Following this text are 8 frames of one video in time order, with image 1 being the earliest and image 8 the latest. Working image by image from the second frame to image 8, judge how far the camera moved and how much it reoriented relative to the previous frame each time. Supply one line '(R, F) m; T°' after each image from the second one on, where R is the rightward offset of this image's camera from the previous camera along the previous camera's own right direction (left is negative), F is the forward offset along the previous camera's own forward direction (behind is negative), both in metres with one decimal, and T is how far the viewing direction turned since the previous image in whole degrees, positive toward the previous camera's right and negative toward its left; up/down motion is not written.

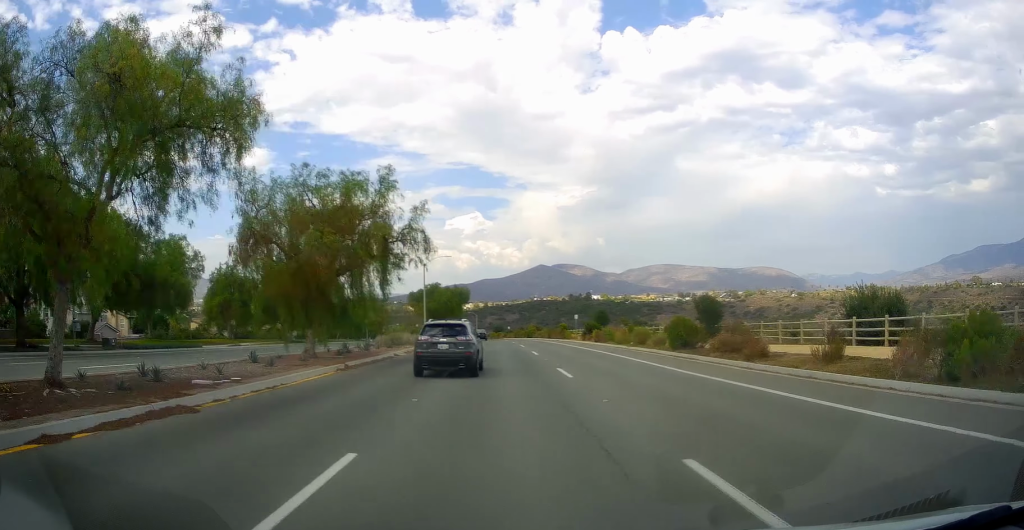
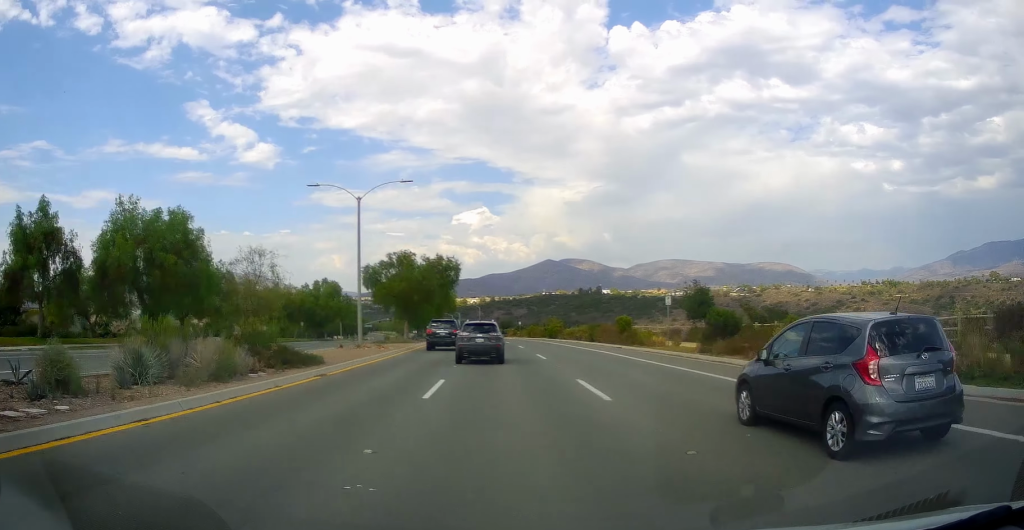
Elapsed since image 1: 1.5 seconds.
(0.0, +36.0) m; -1°
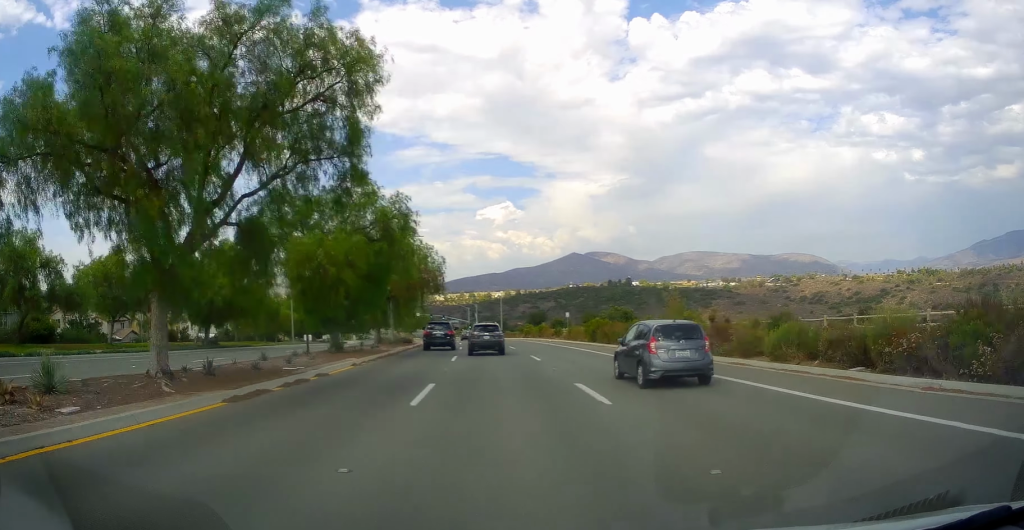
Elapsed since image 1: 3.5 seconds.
(-0.7, +47.0) m; -2°
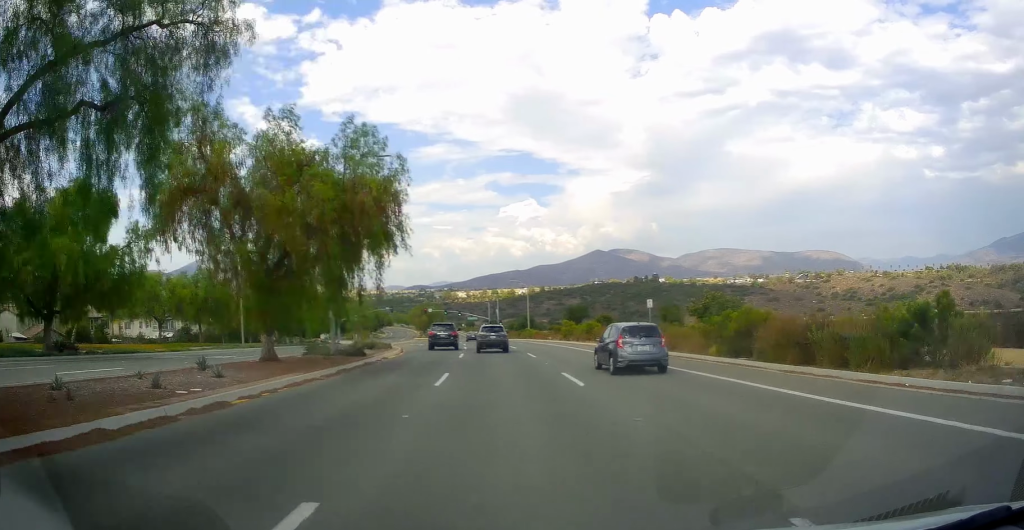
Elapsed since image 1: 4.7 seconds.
(-0.3, +26.7) m; -1°
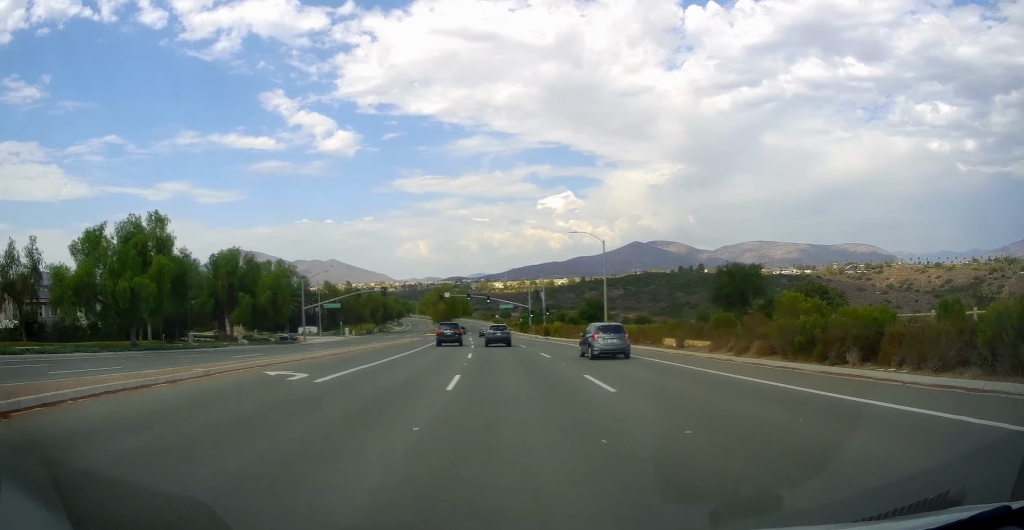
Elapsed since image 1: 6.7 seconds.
(-1.2, +47.5) m; -3°
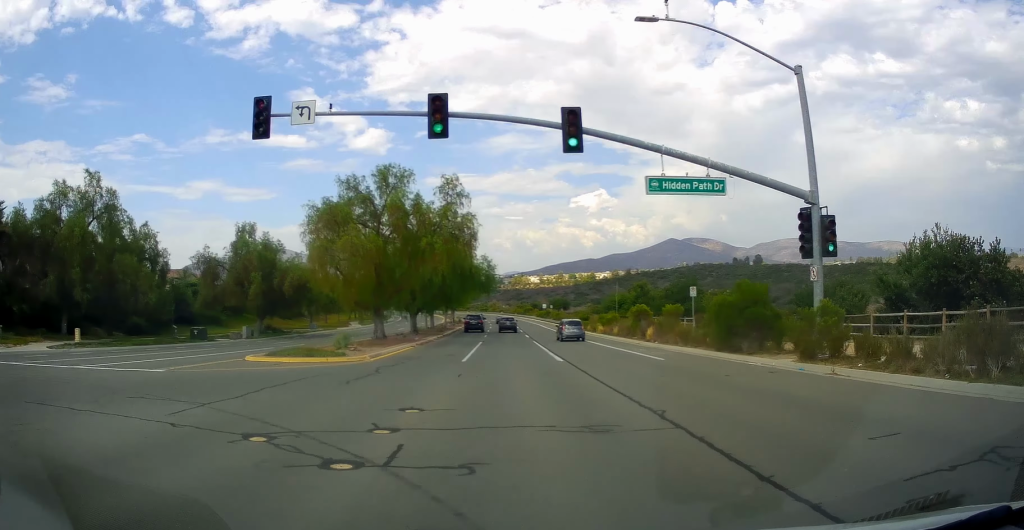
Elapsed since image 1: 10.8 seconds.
(-5.2, +98.9) m; -5°
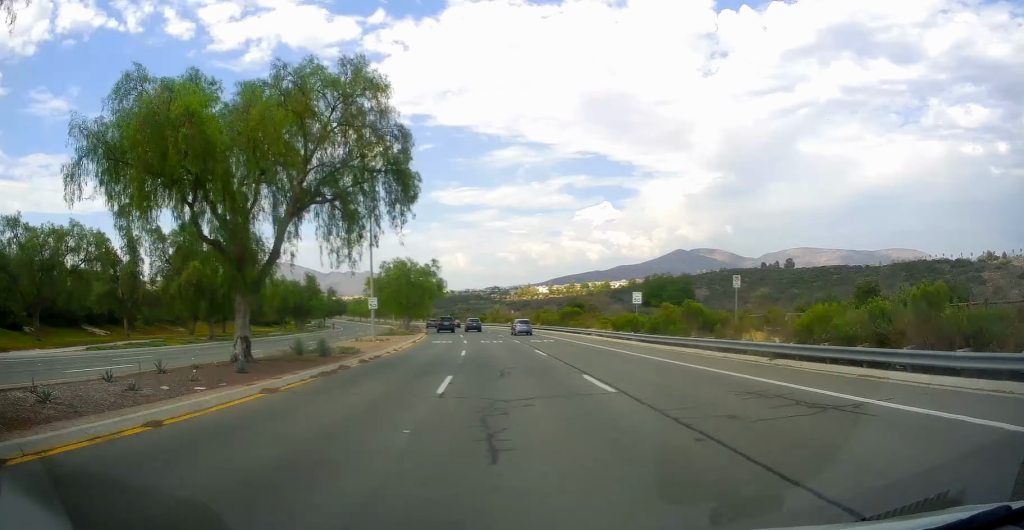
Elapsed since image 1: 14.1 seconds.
(+0.1, +77.1) m; 0°
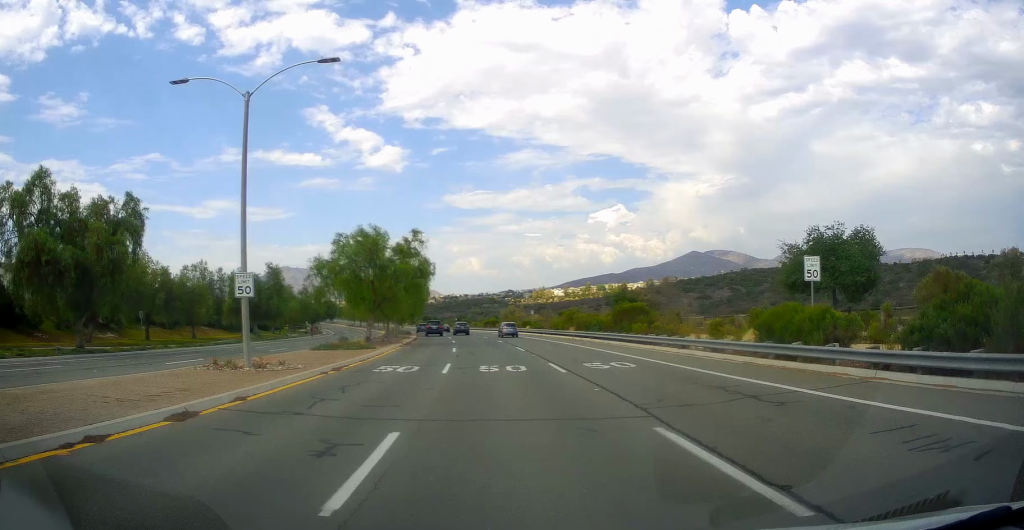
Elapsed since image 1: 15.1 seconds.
(+0.3, +20.6) m; -1°
